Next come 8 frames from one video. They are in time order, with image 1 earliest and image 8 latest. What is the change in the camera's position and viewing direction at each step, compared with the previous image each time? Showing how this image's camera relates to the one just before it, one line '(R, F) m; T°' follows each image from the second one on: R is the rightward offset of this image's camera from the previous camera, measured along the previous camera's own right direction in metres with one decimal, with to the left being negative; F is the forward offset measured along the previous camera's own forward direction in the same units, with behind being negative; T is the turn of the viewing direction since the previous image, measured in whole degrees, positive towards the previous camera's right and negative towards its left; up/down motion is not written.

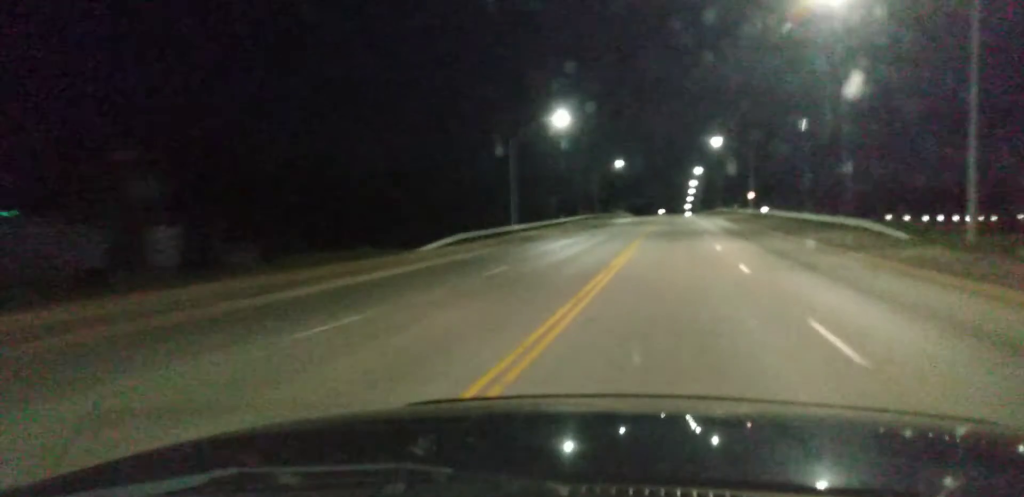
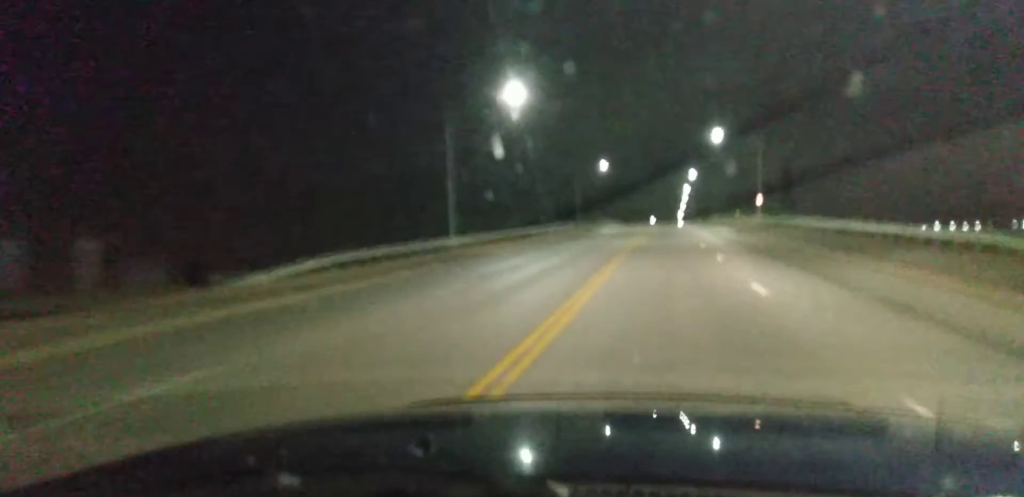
(+0.1, +16.3) m; +1°
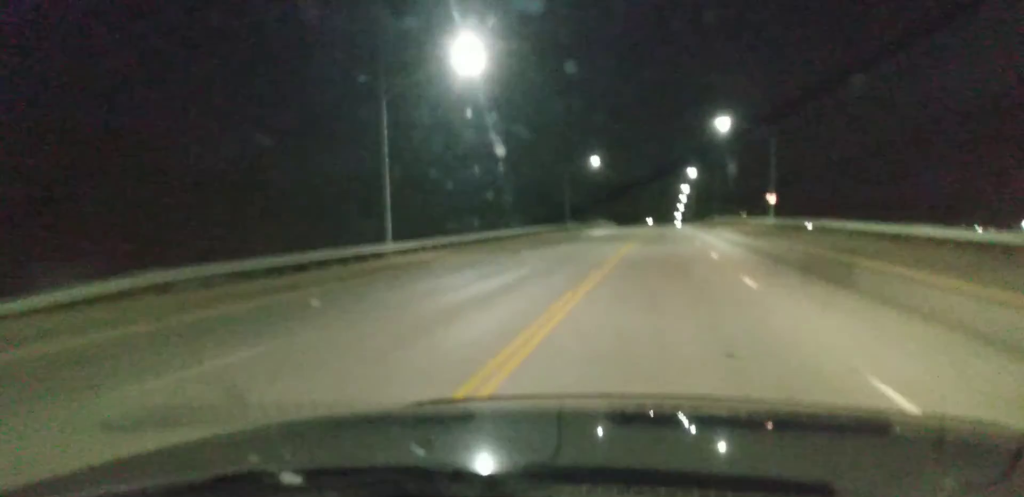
(0.0, +11.5) m; 0°
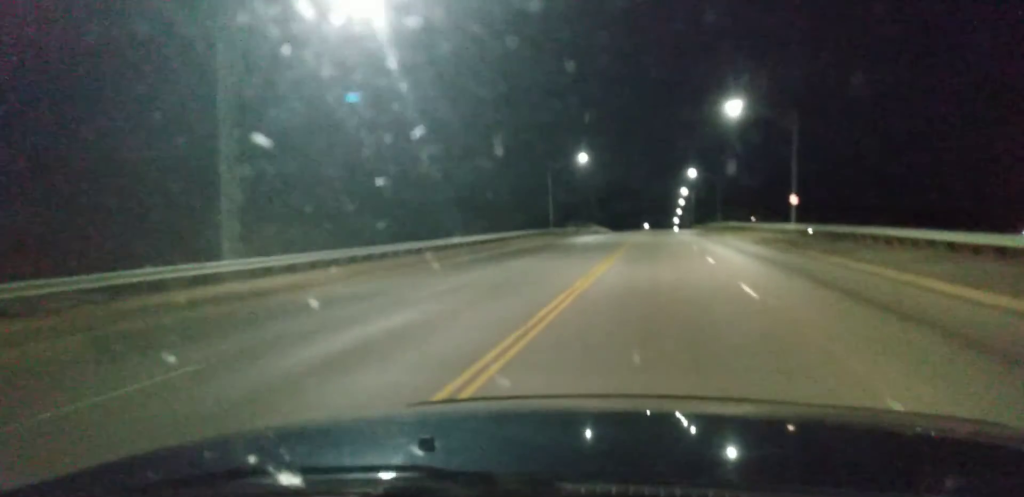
(+0.1, +13.4) m; 0°
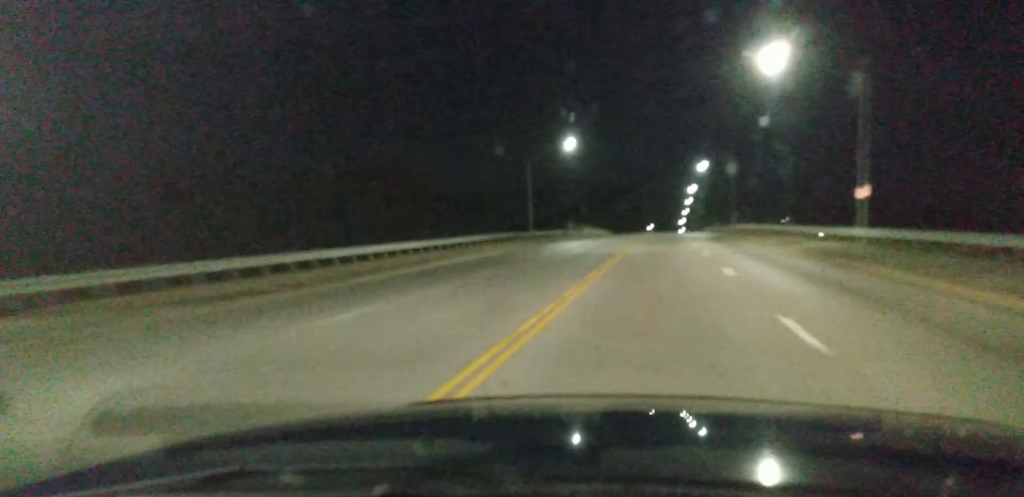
(0.0, +17.1) m; -1°
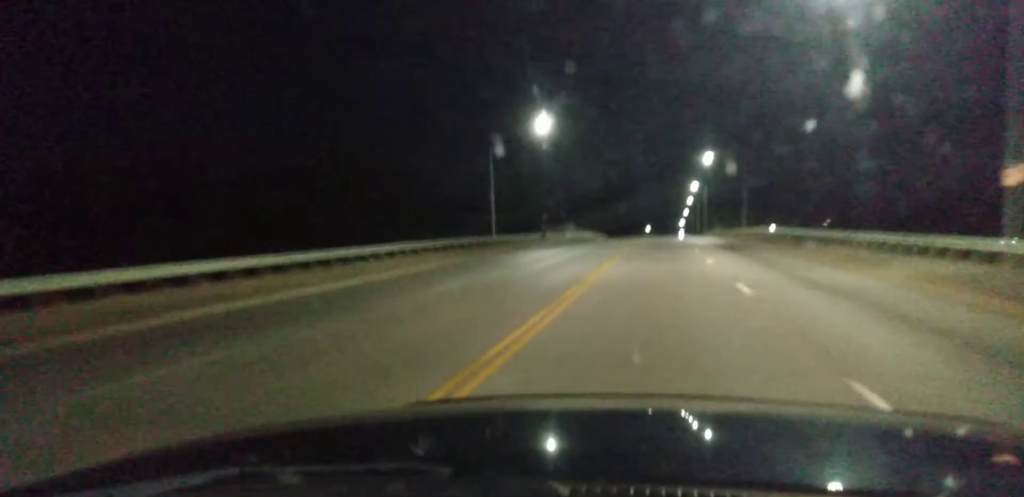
(-0.2, +17.0) m; -1°
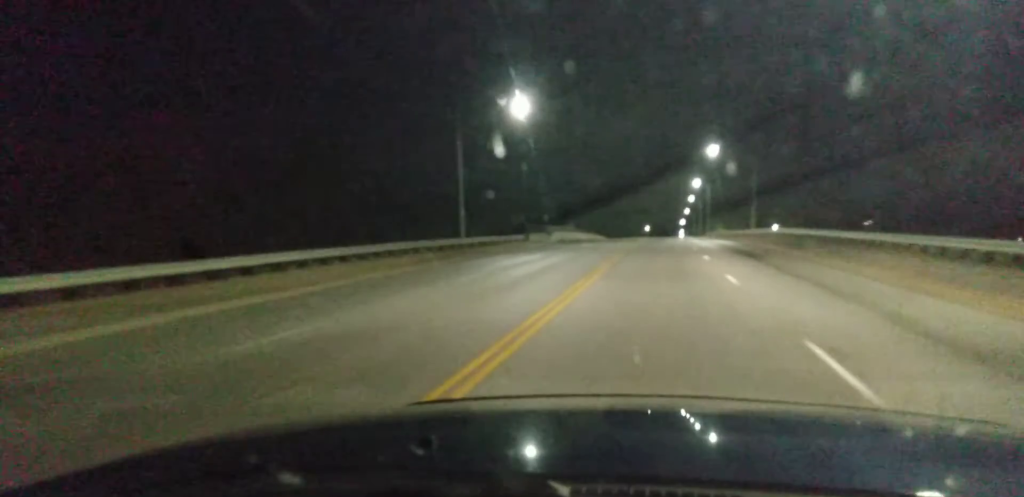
(0.0, +9.4) m; 0°
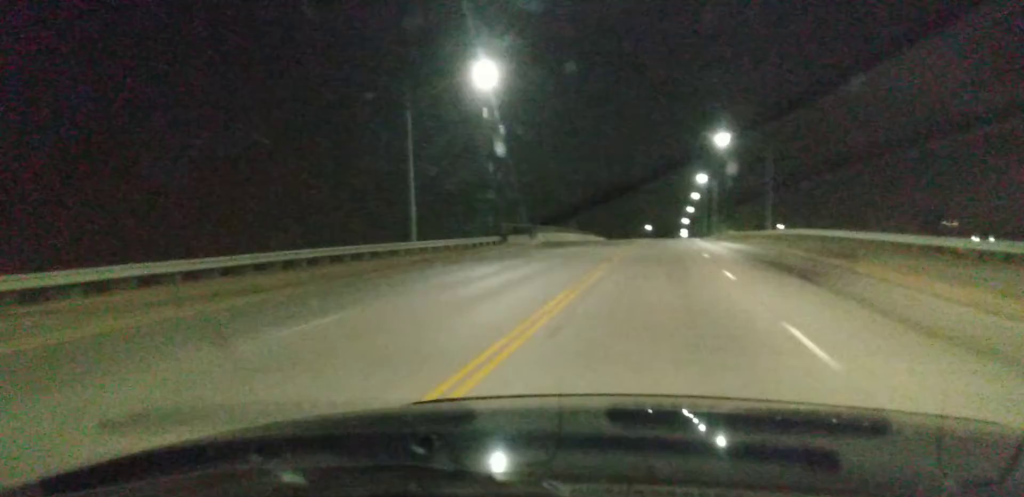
(-0.1, +11.3) m; 0°
